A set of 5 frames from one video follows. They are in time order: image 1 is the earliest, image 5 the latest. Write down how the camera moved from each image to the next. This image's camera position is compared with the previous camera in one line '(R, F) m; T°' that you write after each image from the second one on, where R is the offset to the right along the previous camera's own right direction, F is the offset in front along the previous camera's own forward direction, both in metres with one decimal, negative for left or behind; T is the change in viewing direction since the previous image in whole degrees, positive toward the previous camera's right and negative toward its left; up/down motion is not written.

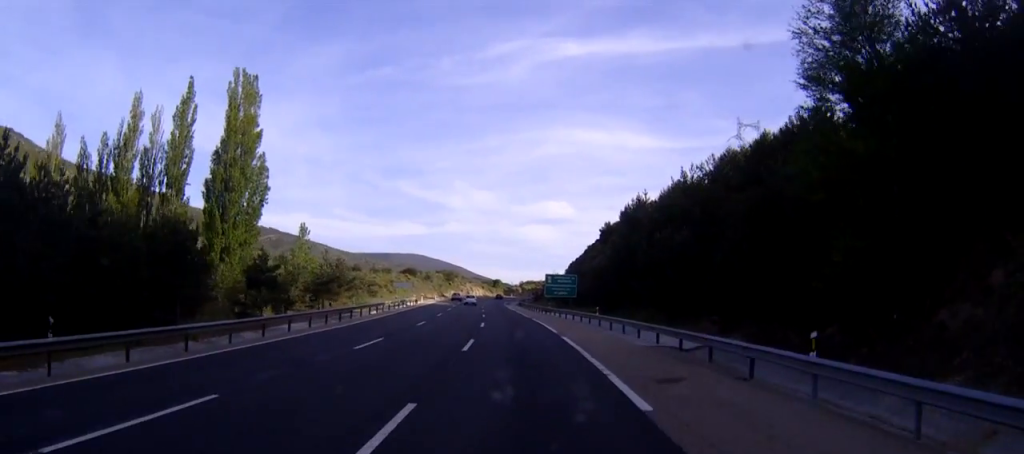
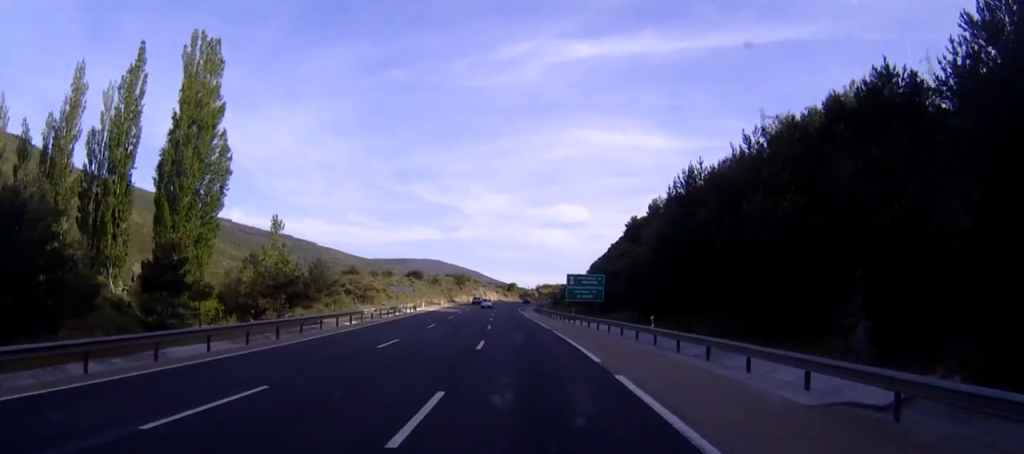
(0.0, +14.8) m; 0°
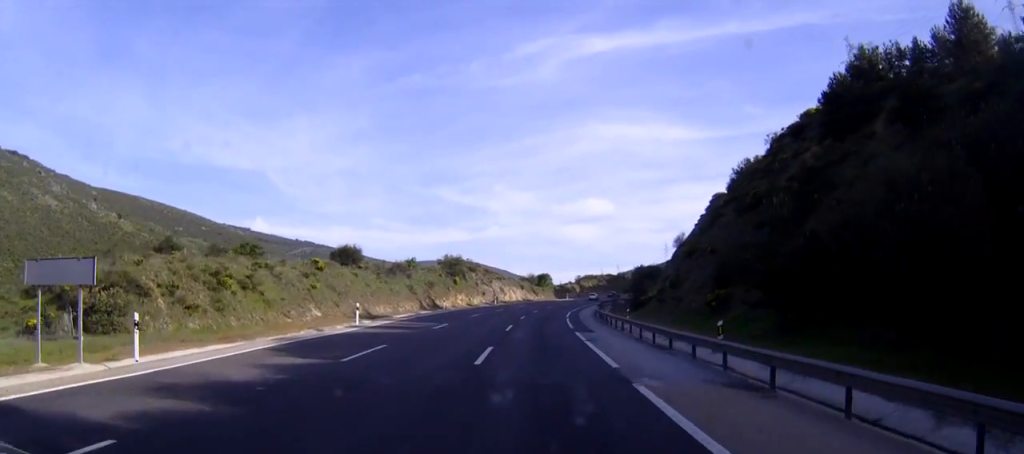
(-0.4, +75.7) m; 0°
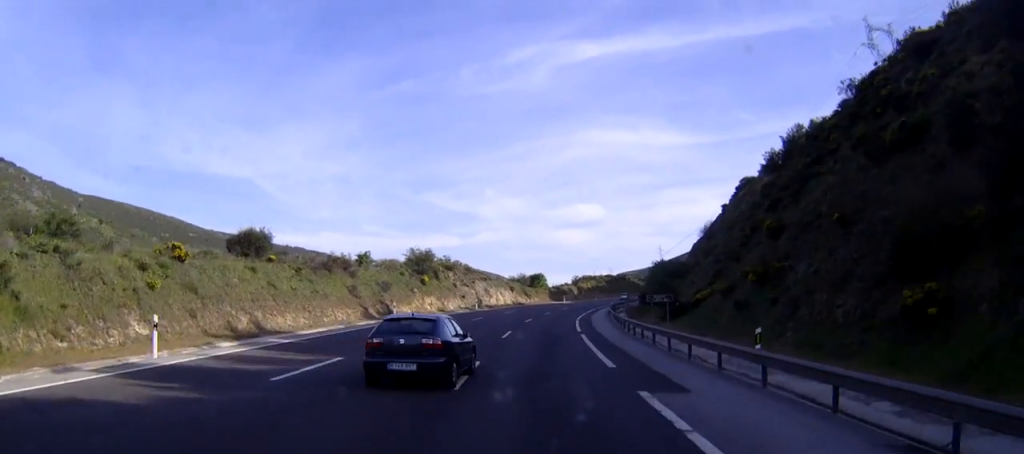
(0.0, +23.6) m; 0°
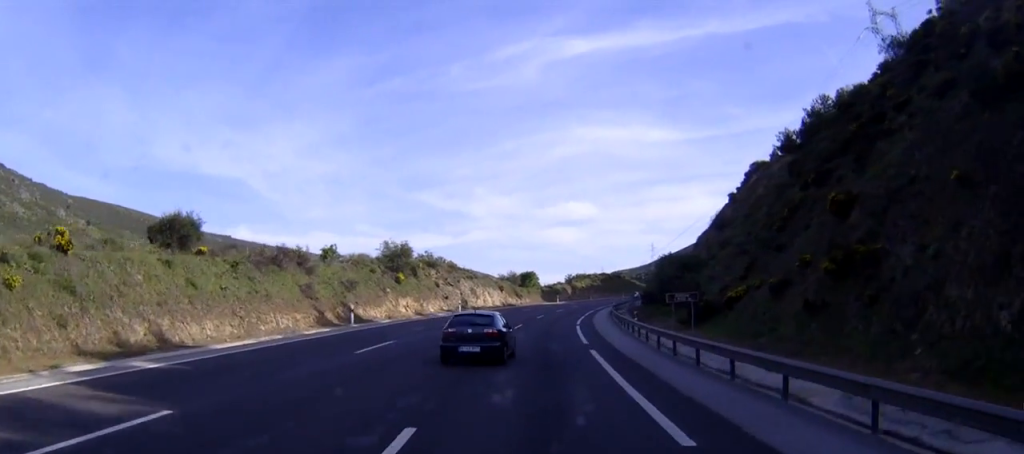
(0.0, +9.9) m; 0°
